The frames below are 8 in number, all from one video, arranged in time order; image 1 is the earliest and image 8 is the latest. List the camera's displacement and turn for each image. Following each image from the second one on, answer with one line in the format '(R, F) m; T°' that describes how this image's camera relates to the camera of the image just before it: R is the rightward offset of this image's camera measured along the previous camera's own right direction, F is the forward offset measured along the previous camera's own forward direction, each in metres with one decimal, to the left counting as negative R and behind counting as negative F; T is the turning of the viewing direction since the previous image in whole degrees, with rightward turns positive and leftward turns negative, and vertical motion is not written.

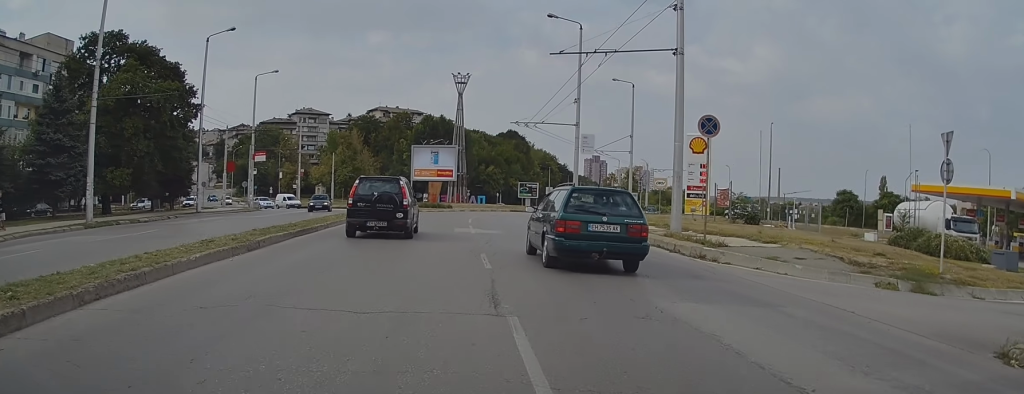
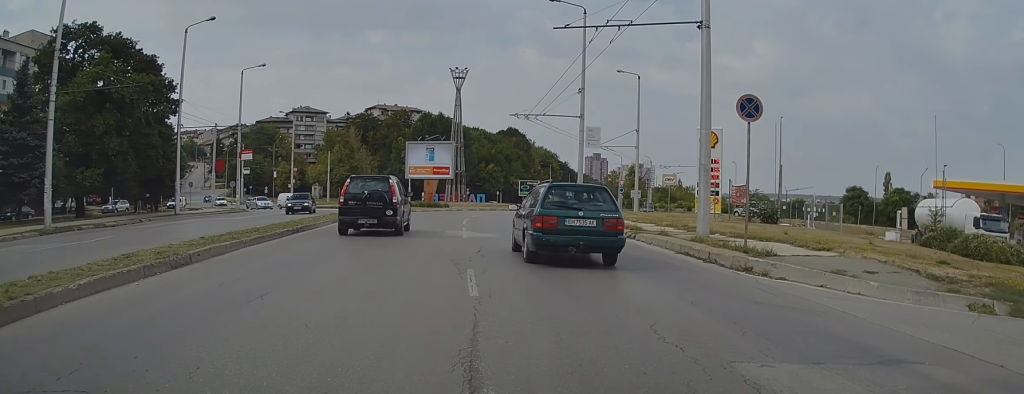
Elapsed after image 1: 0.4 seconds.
(+0.1, +3.4) m; 0°
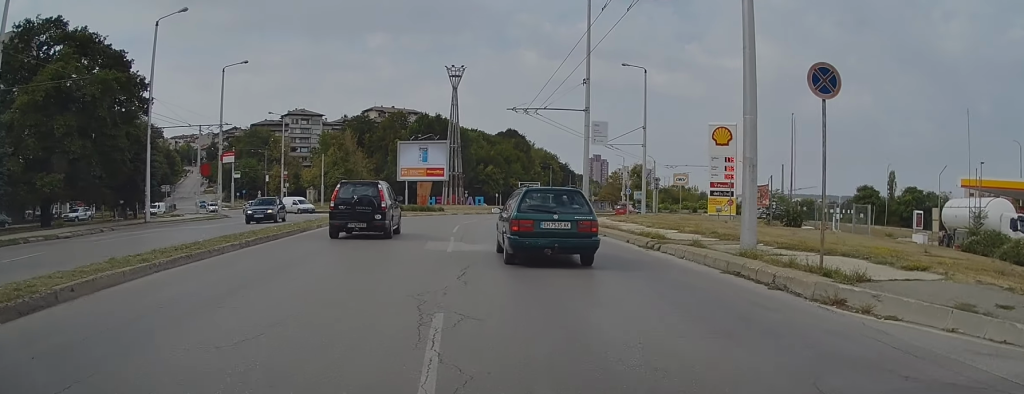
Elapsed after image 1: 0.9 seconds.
(+0.1, +4.1) m; 0°
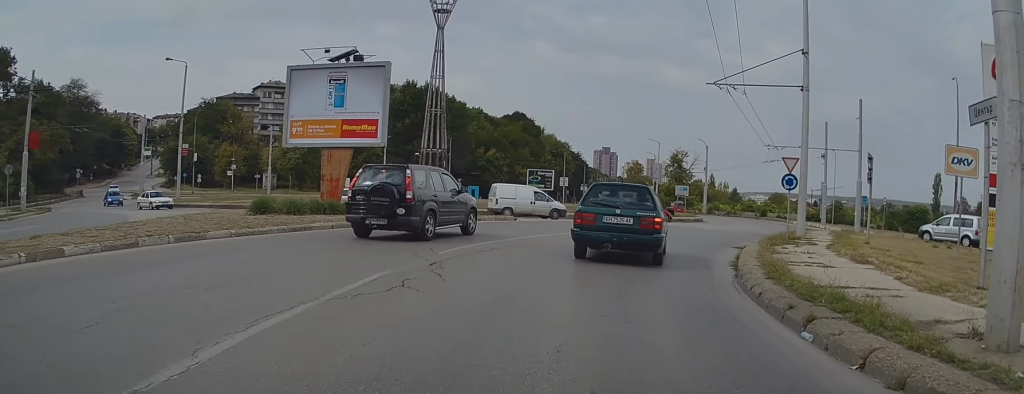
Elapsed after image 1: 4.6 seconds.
(-1.8, +32.1) m; -1°
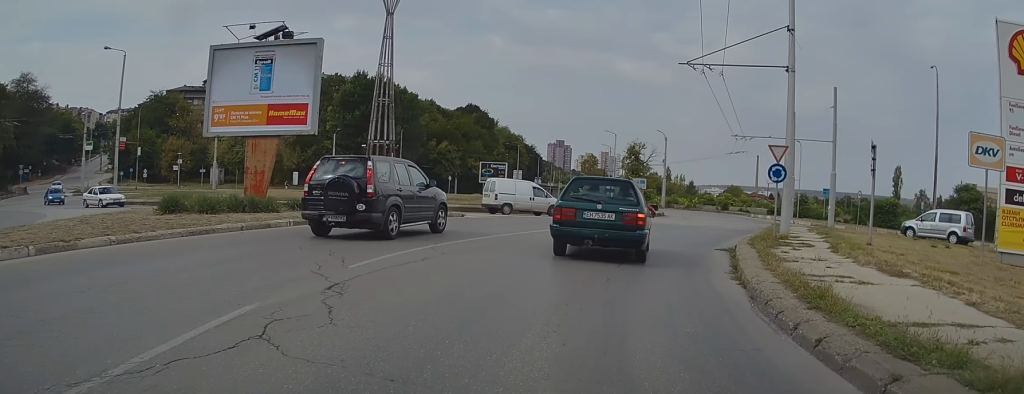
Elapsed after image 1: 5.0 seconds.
(0.0, +3.4) m; +2°
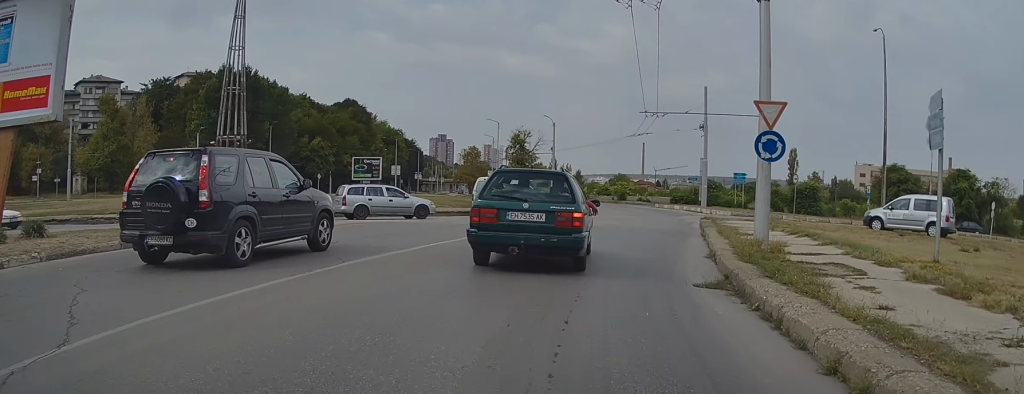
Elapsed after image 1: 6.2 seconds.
(+0.6, +8.9) m; +8°
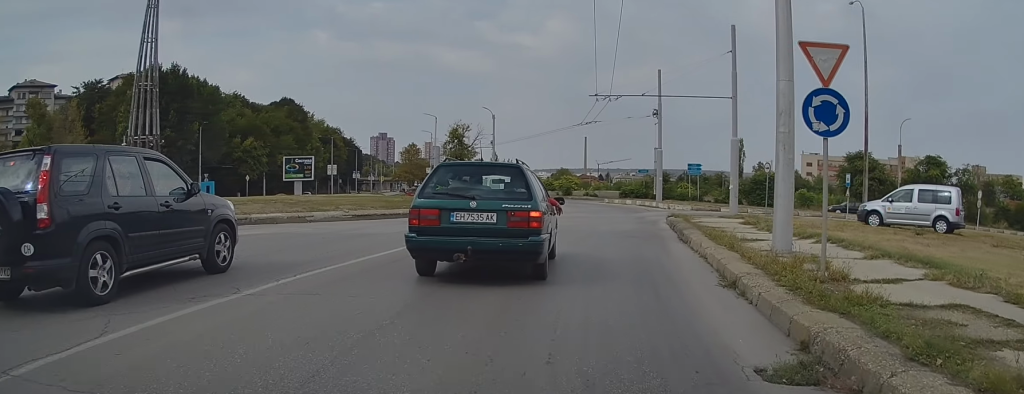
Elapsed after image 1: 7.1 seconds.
(+0.4, +5.7) m; +6°
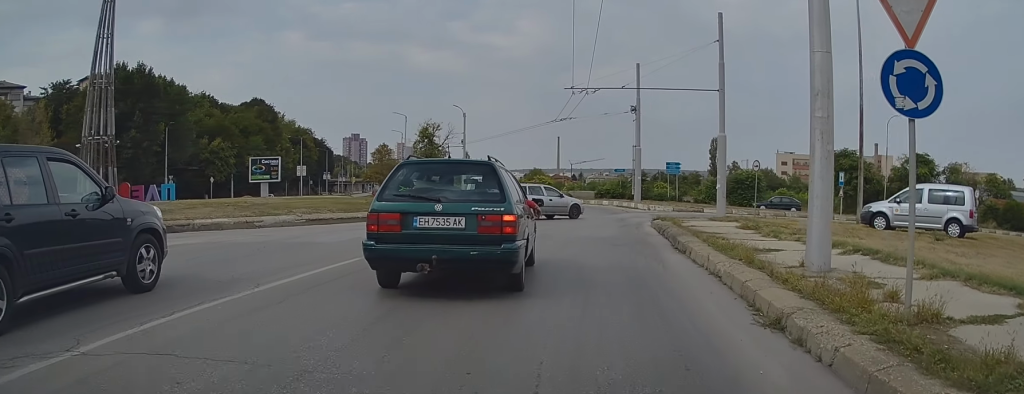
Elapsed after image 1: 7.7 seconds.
(+0.1, +2.8) m; +3°
